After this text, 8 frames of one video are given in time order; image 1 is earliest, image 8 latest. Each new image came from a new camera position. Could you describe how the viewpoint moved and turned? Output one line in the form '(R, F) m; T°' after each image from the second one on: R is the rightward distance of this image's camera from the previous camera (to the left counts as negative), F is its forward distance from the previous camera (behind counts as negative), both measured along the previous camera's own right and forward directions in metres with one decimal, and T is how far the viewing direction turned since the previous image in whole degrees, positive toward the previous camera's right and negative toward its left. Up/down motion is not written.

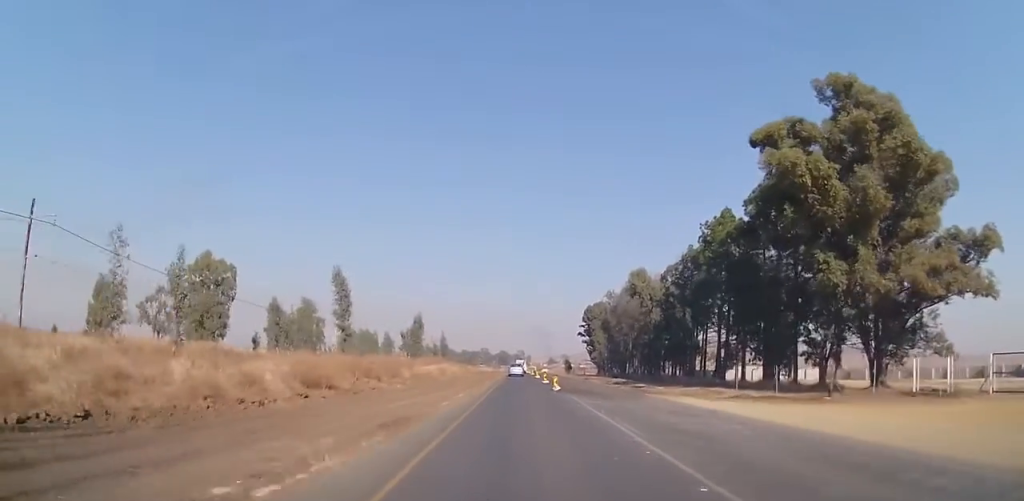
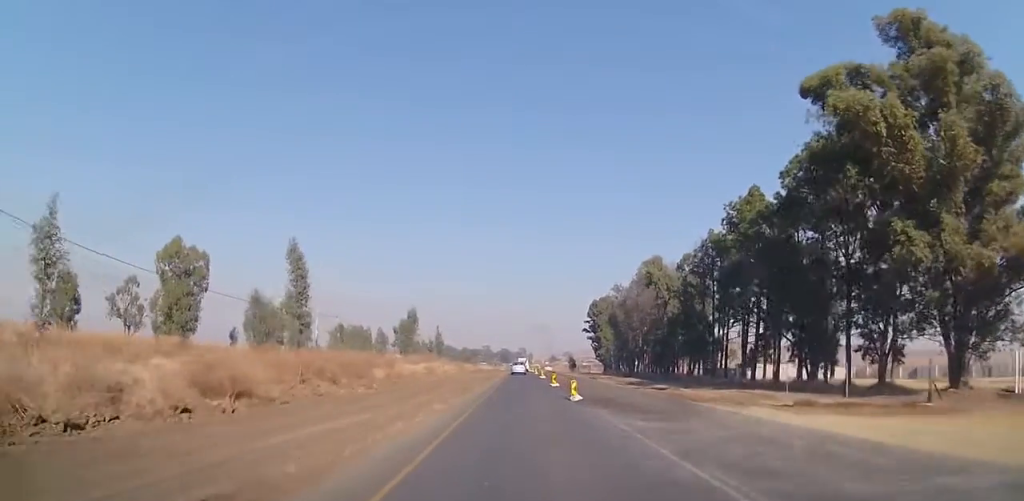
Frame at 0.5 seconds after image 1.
(0.0, +9.2) m; 0°
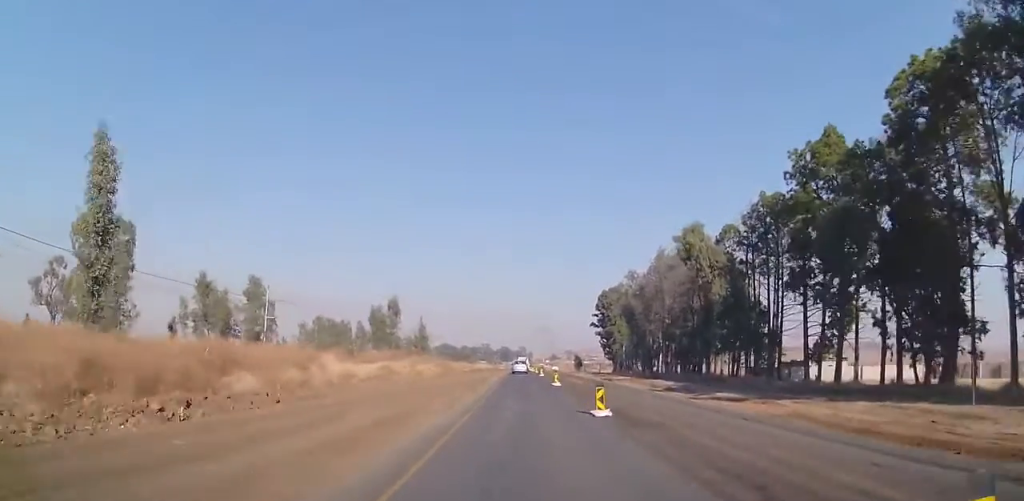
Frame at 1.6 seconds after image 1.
(0.0, +18.3) m; 0°
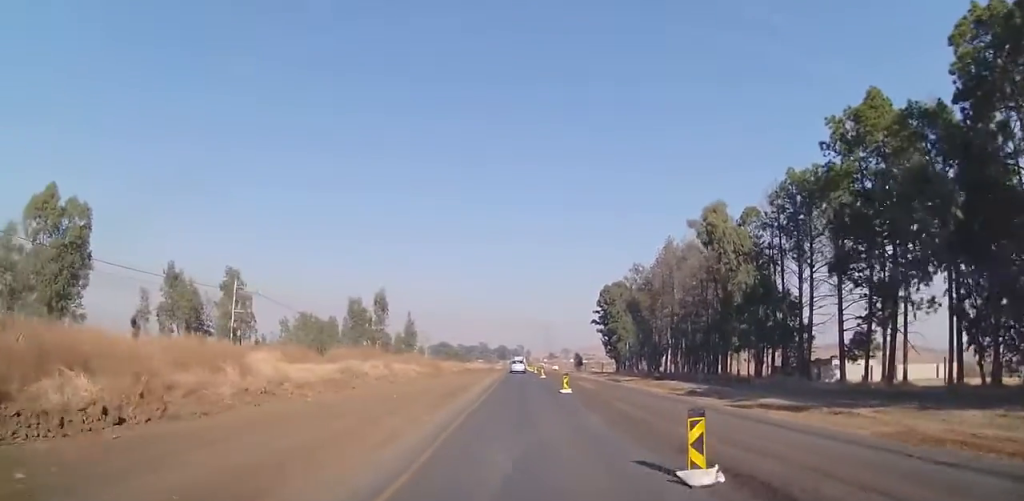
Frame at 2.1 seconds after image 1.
(0.0, +8.0) m; 0°
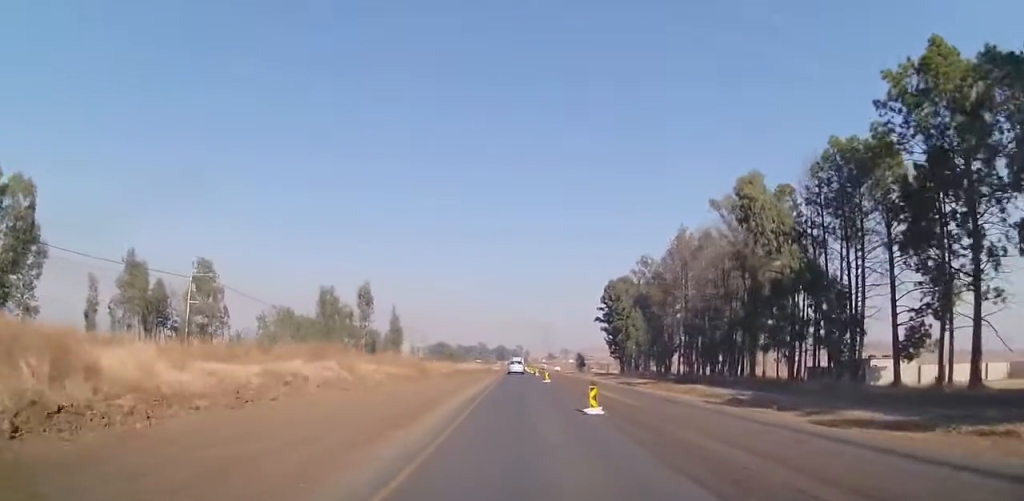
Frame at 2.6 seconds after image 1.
(0.0, +9.2) m; 0°
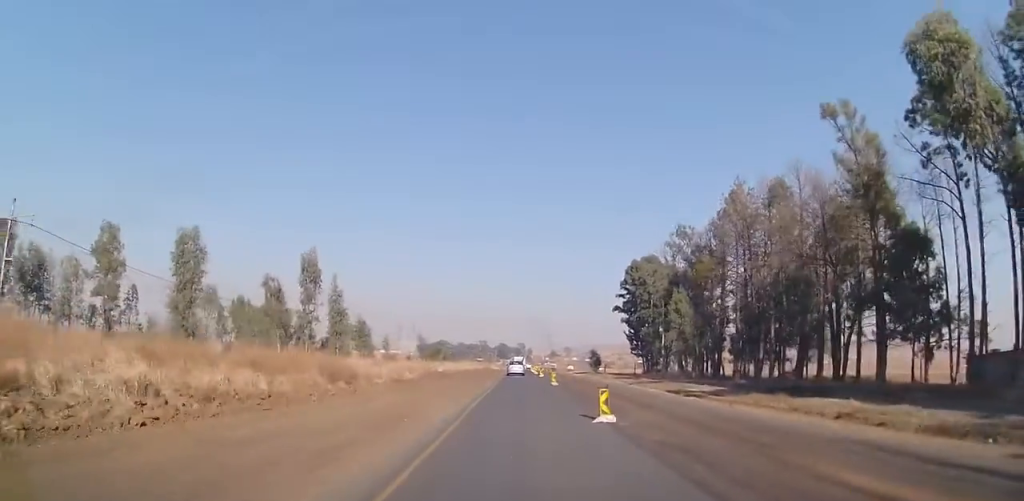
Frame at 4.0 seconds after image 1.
(-0.1, +24.6) m; -1°
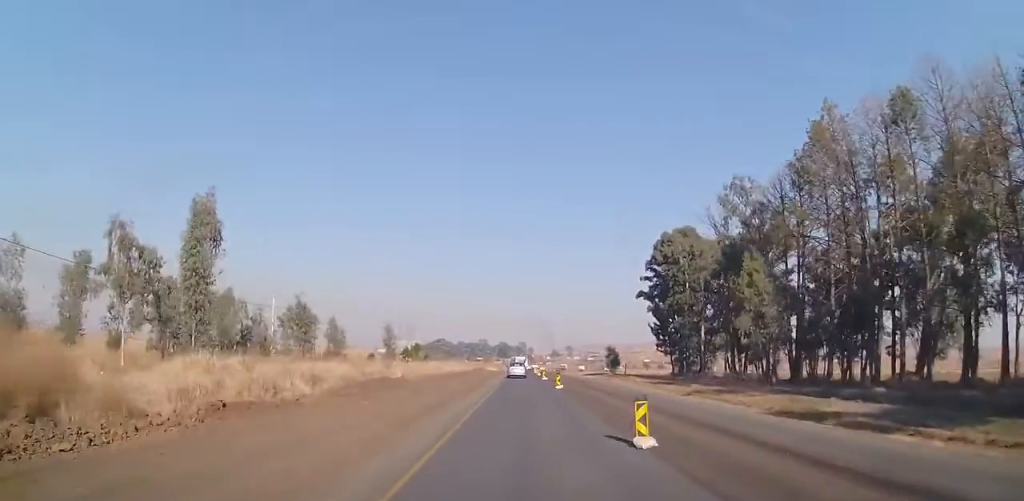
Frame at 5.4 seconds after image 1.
(-0.2, +23.2) m; +1°
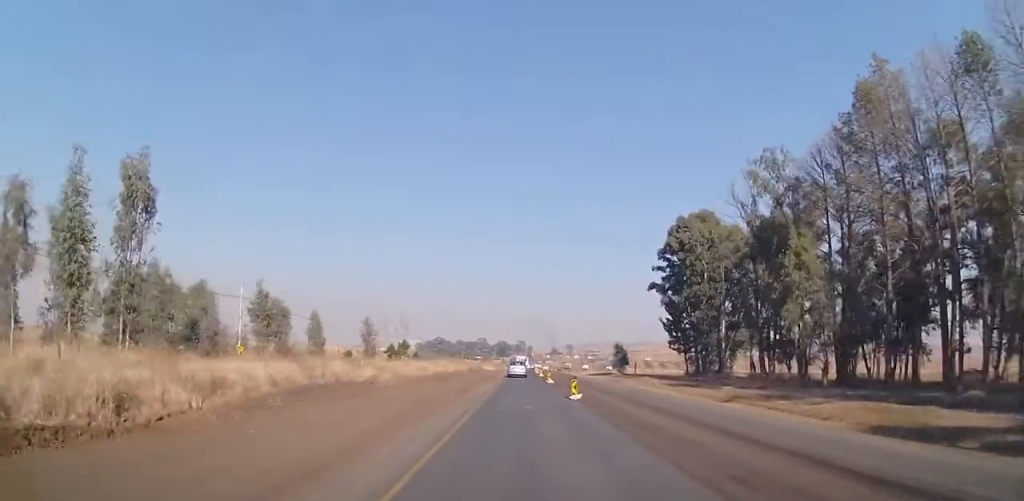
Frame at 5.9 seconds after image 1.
(0.0, +8.9) m; +1°
